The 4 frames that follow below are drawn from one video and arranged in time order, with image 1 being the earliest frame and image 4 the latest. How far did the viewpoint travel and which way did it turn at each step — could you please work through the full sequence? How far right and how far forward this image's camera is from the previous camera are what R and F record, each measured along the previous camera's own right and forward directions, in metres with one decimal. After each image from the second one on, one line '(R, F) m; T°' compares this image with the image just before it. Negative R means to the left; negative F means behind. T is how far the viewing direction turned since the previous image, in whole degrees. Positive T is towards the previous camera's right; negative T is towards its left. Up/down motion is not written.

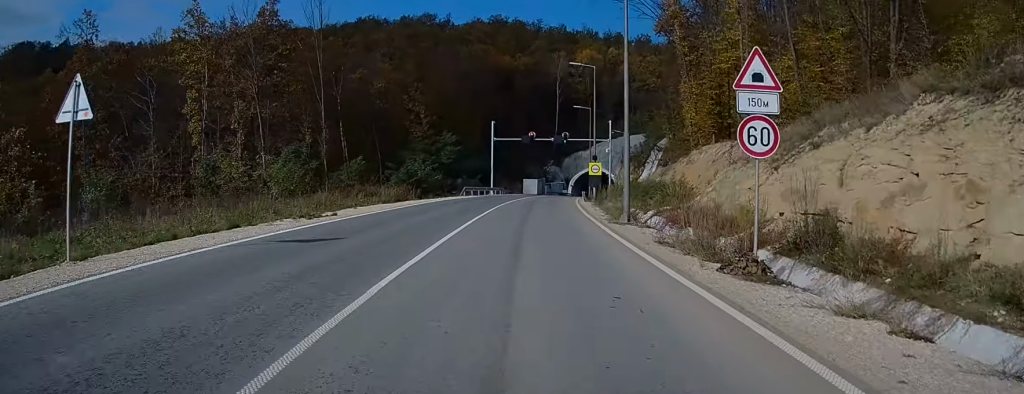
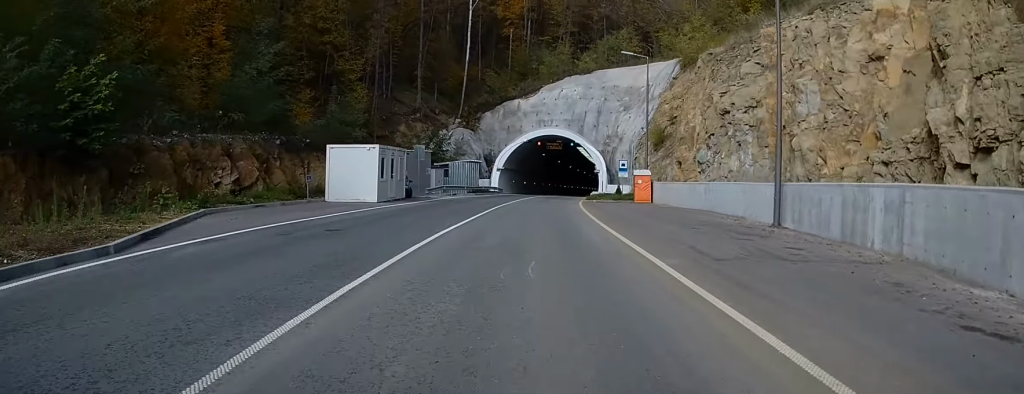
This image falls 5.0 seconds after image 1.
(+7.1, +88.6) m; +9°
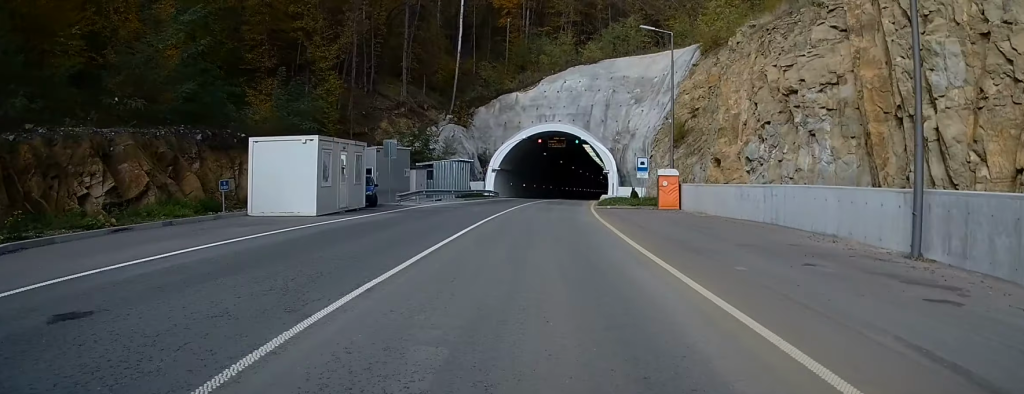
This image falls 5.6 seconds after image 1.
(0.0, +8.9) m; 0°
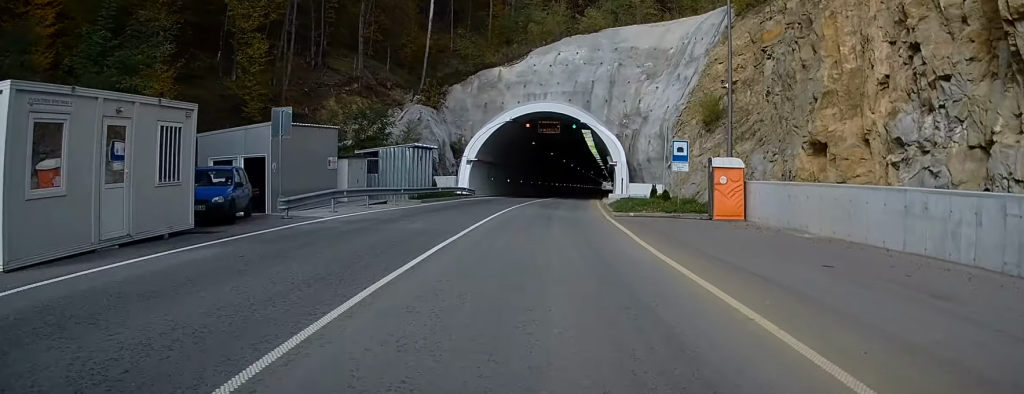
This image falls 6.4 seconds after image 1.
(0.0, +14.2) m; +1°
